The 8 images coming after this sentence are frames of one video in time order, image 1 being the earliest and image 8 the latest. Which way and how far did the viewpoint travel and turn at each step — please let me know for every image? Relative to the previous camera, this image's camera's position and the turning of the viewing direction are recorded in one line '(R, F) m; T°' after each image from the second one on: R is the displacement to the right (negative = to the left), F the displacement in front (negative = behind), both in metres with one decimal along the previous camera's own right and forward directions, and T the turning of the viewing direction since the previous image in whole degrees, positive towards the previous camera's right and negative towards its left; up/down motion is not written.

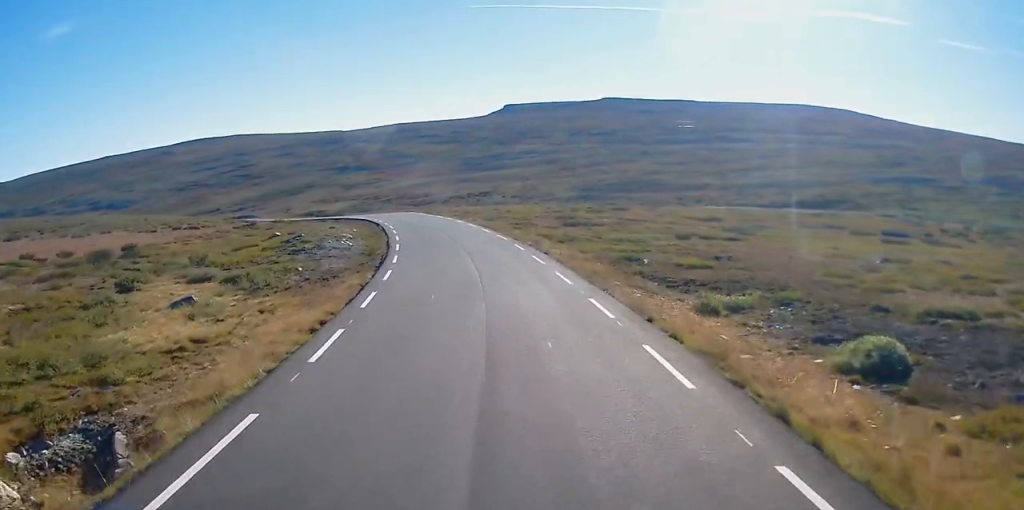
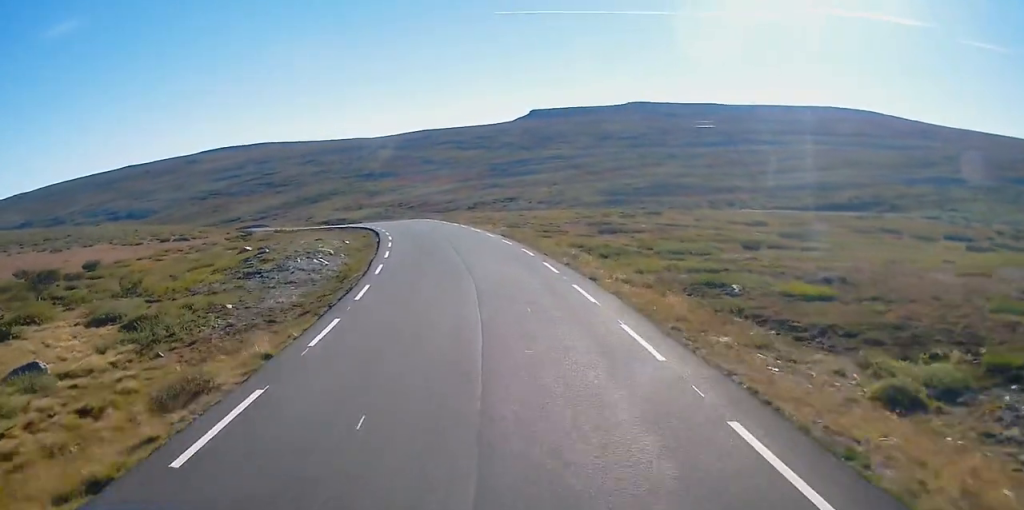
(-0.3, +10.9) m; -2°
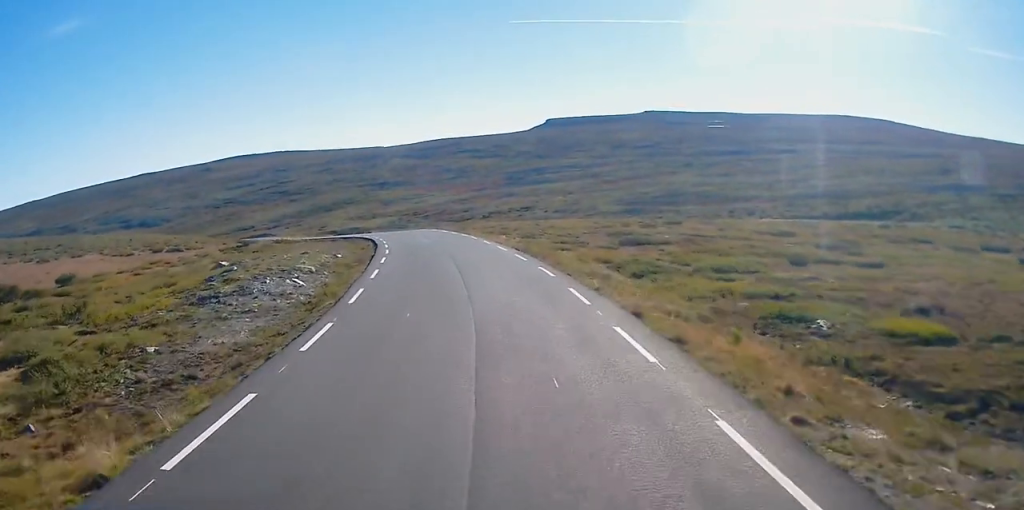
(-0.1, +5.9) m; -1°
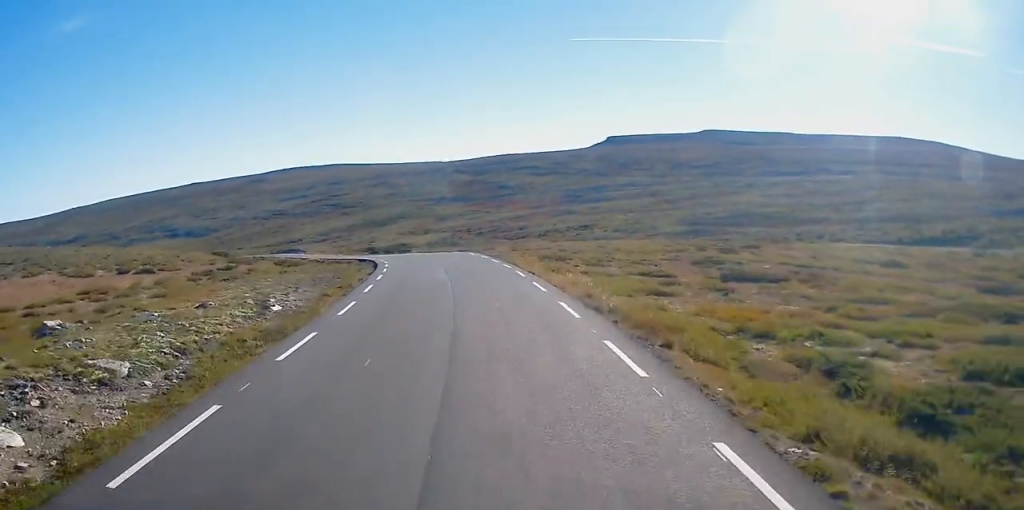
(0.0, +18.6) m; -1°
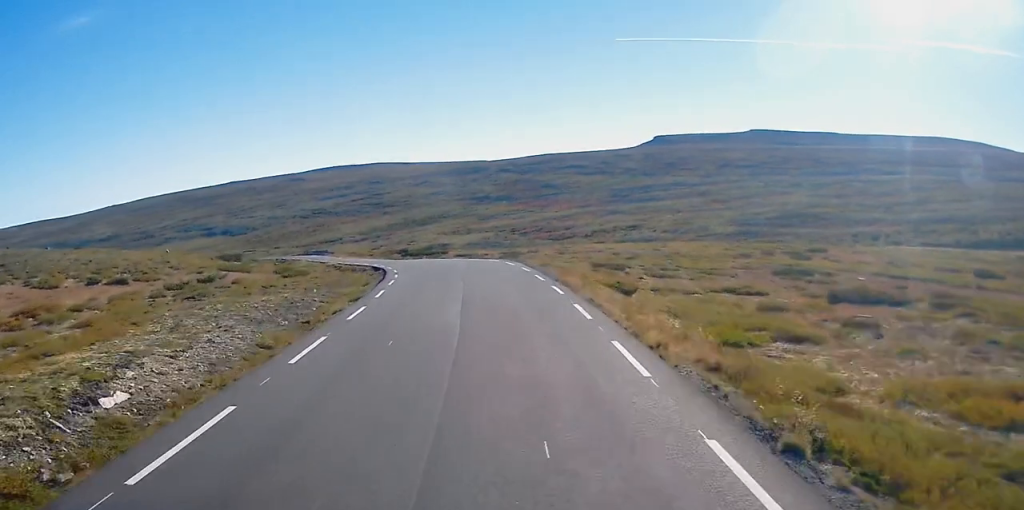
(-0.2, +11.8) m; -3°
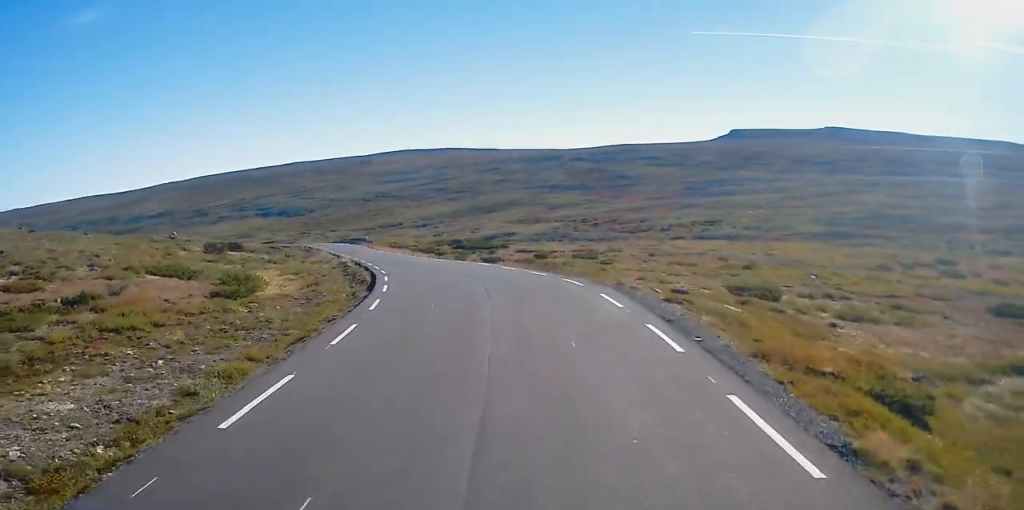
(-1.5, +22.1) m; -6°
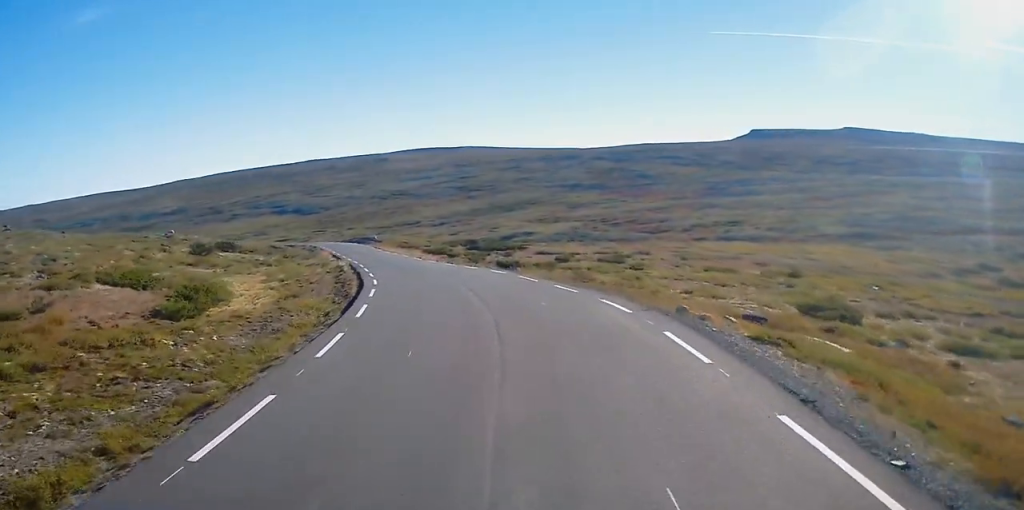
(+0.1, +7.1) m; -2°
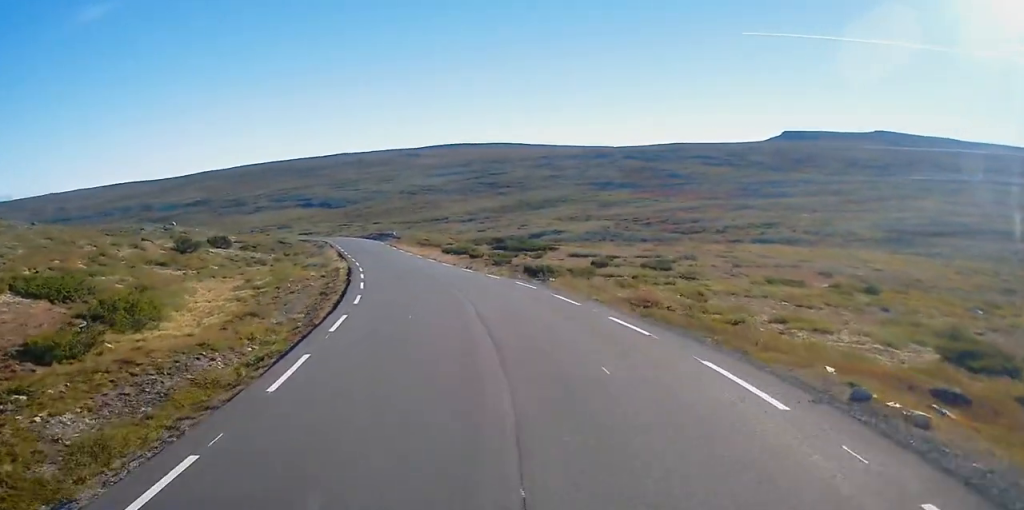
(-0.2, +8.7) m; -3°
